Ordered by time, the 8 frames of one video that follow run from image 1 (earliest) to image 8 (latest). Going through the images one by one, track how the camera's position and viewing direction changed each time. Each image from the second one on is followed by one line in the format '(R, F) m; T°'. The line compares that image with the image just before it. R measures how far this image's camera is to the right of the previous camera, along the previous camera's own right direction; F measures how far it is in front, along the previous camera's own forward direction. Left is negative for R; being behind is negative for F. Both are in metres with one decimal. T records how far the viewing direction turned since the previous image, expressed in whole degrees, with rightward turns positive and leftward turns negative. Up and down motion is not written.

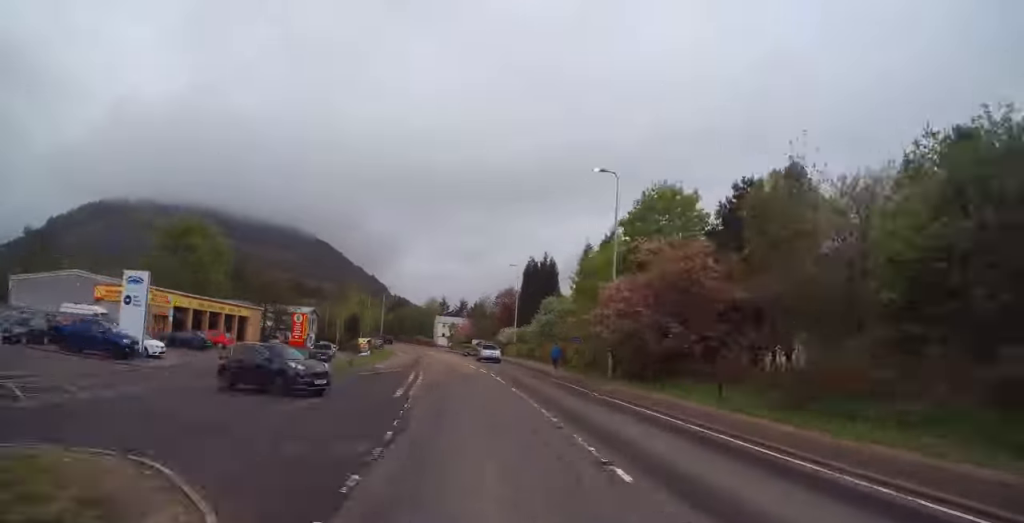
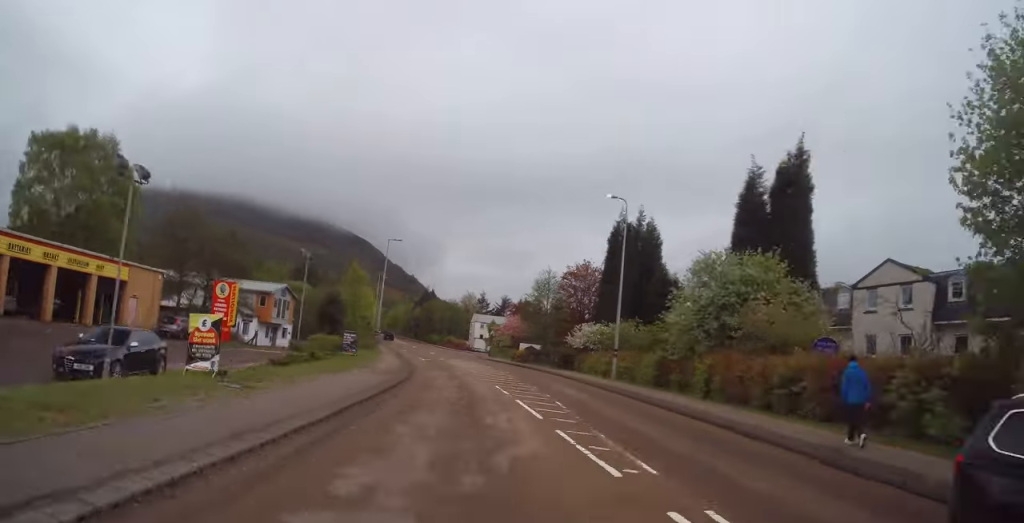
(-0.2, +35.6) m; -4°
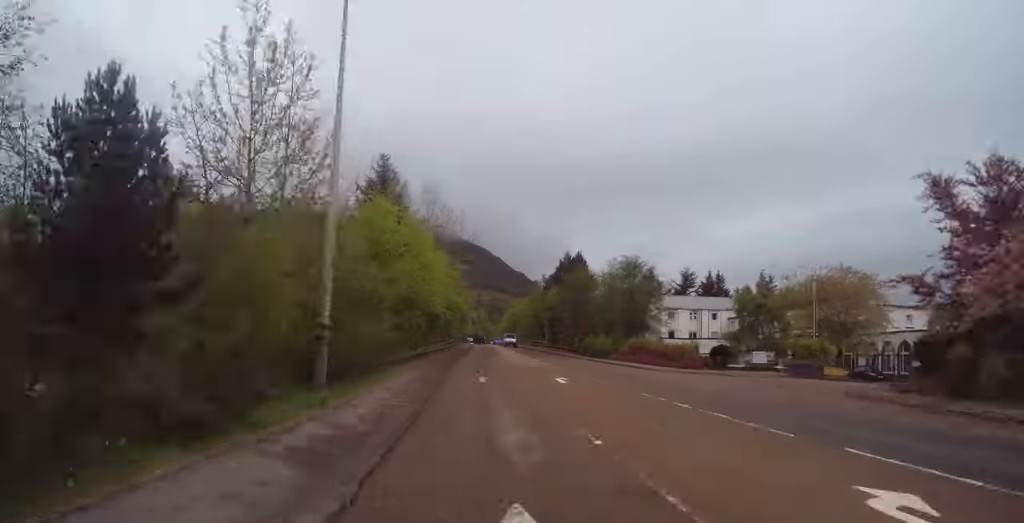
(-6.9, +87.5) m; -6°
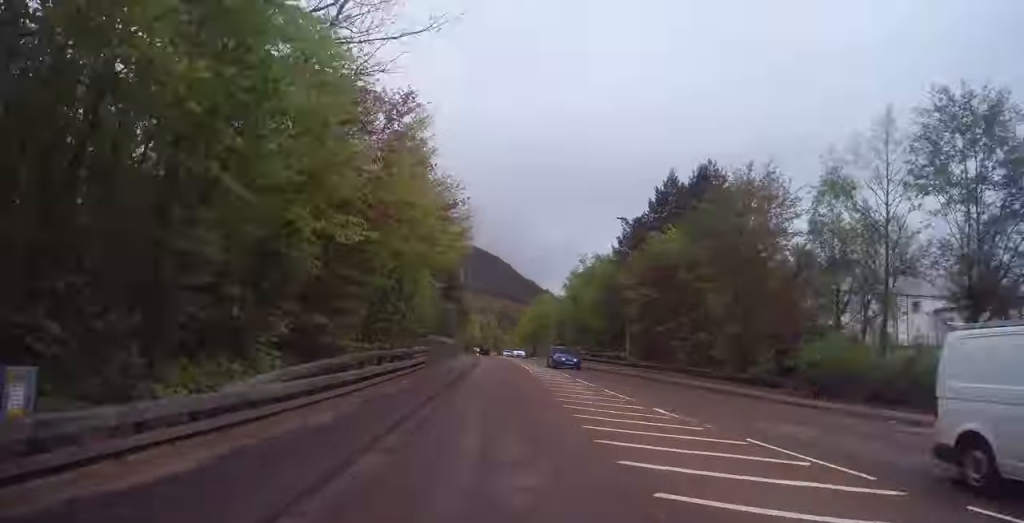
(-0.8, +53.0) m; -1°
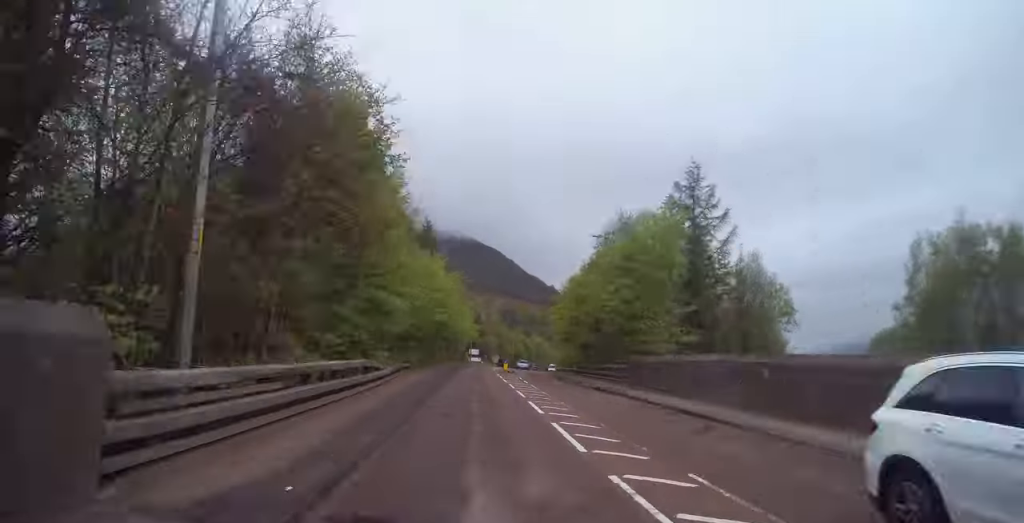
(-0.1, +58.0) m; 0°
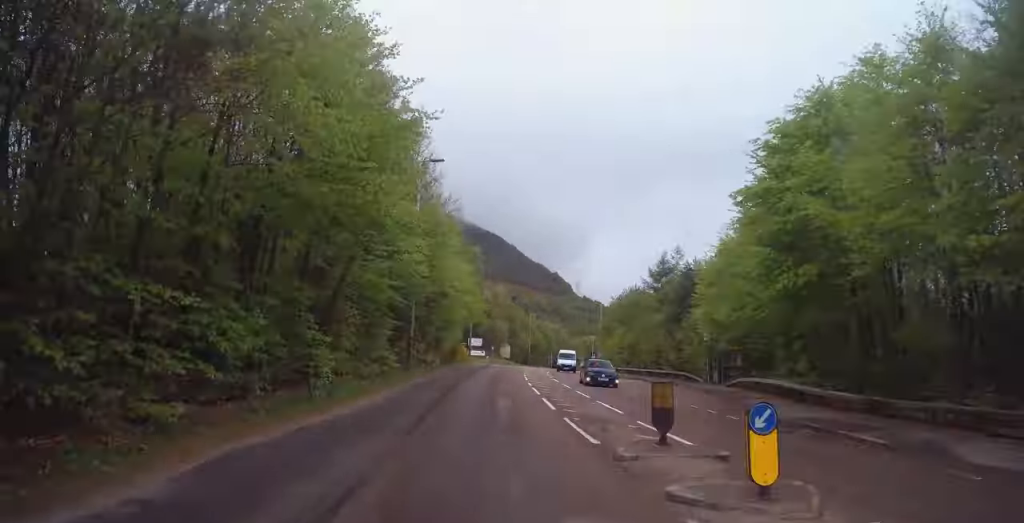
(-0.1, +45.4) m; +2°
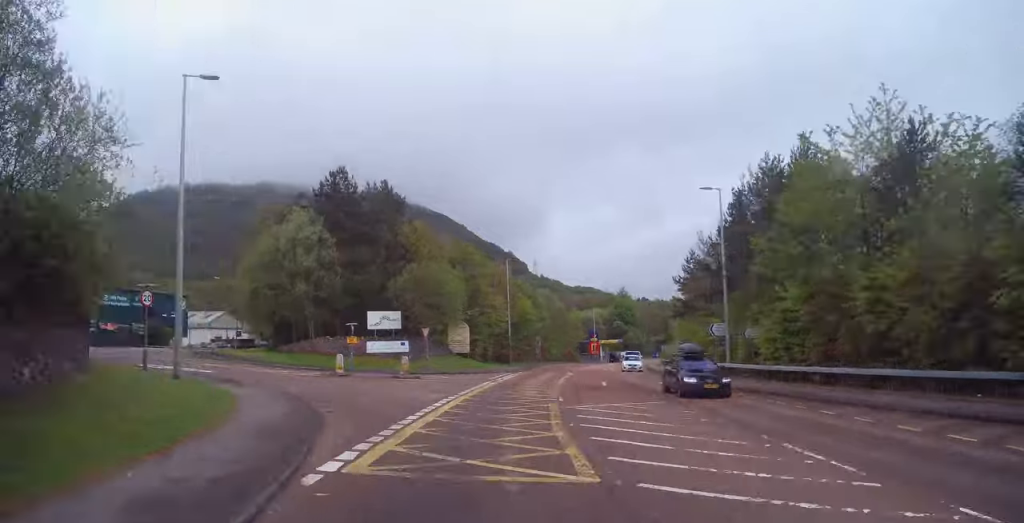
(+2.3, +59.5) m; +7°
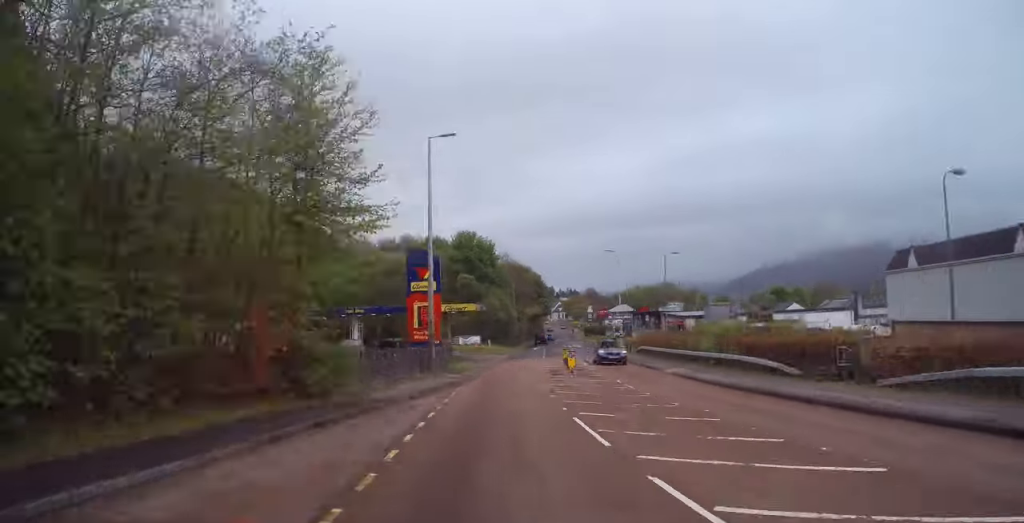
(+9.9, +80.0) m; +11°
